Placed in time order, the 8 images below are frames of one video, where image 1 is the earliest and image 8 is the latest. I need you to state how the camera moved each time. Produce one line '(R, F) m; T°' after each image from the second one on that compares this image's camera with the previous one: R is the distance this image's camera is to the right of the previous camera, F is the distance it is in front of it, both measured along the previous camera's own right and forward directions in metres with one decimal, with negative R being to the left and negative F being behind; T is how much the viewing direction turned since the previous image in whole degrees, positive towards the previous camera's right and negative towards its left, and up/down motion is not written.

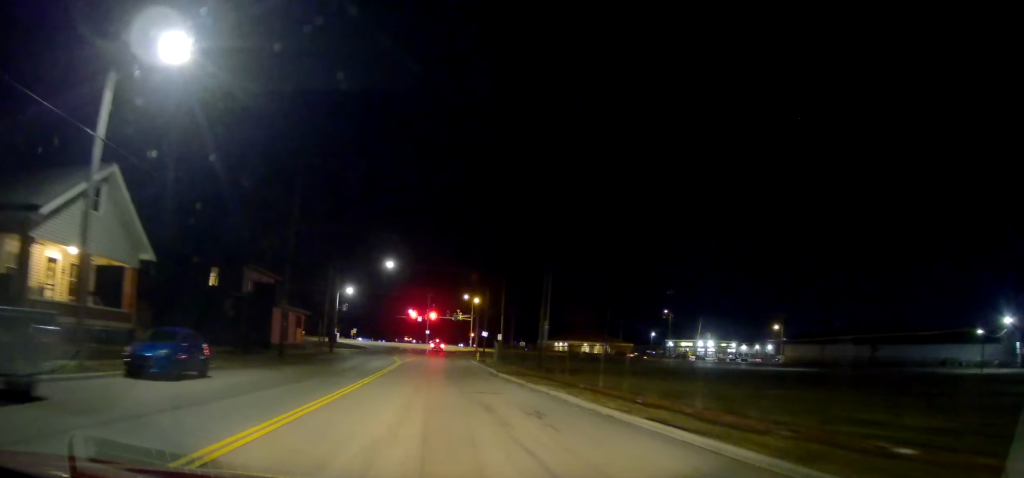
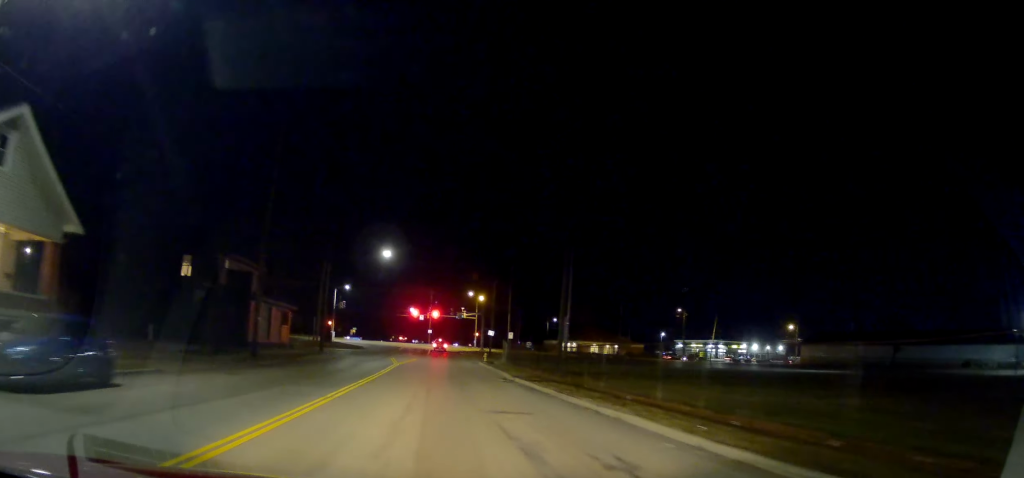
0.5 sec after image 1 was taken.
(-0.2, +6.3) m; 0°
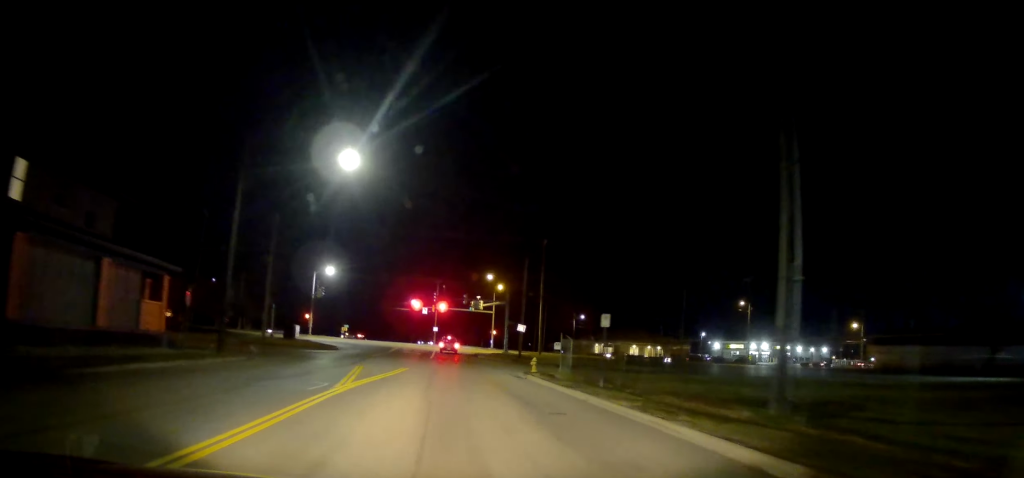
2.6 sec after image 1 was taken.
(+1.4, +24.6) m; +2°
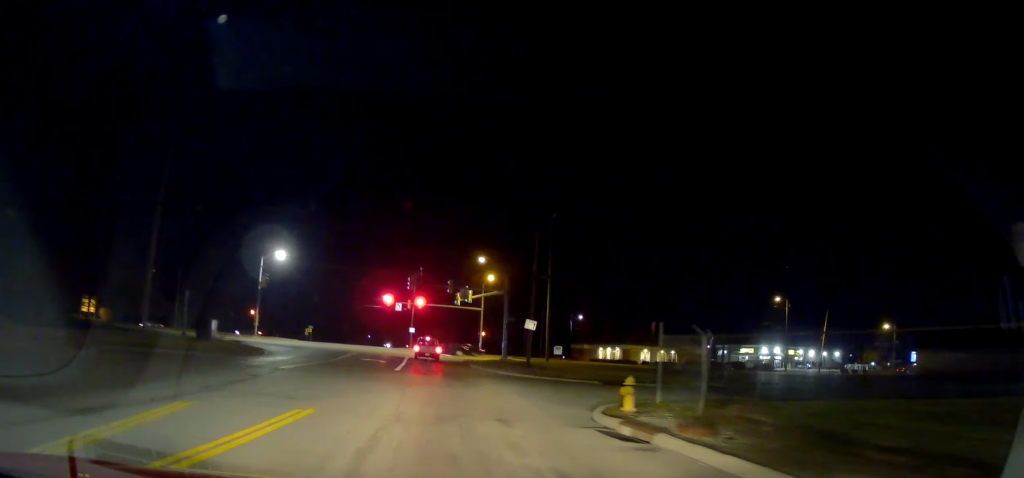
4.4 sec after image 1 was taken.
(-0.3, +17.1) m; +4°
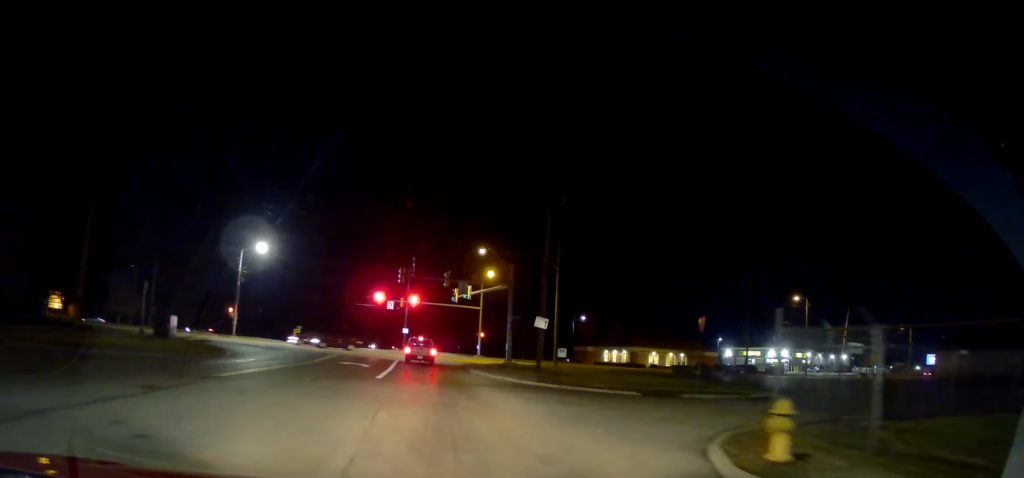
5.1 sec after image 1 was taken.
(+0.3, +6.1) m; -1°
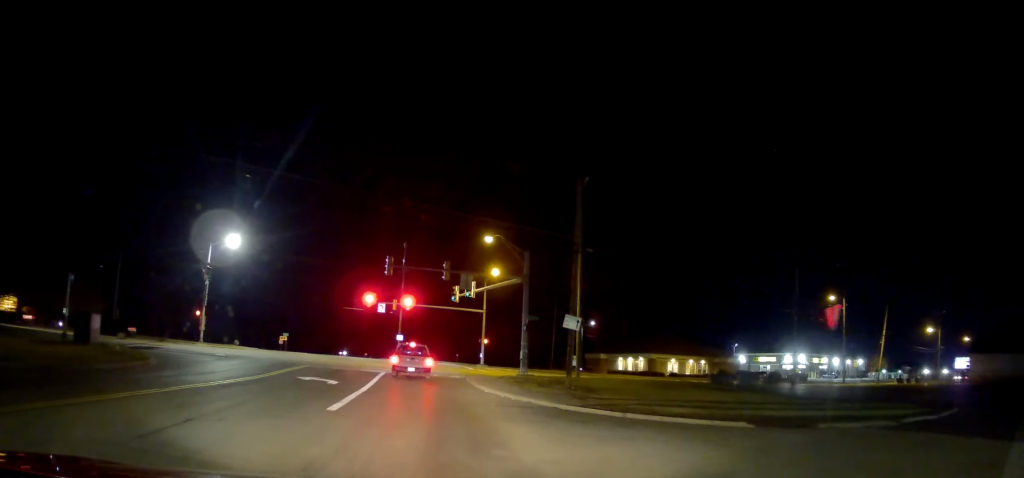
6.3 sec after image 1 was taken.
(-0.5, +8.8) m; +1°
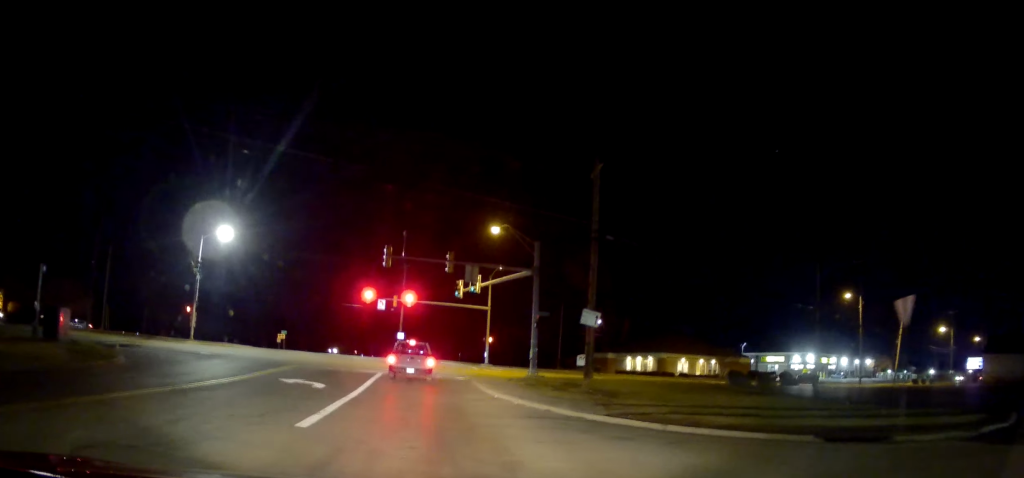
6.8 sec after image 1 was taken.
(+0.3, +2.6) m; +2°
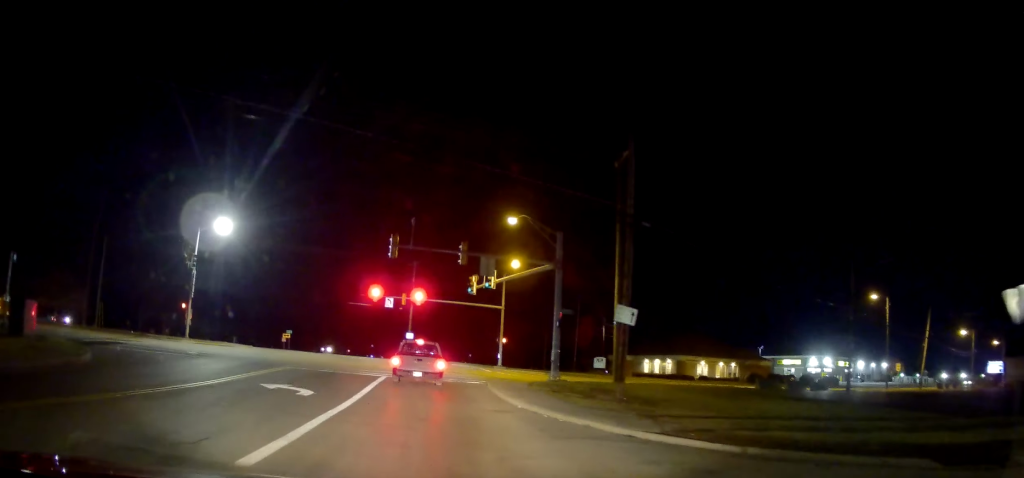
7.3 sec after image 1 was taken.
(+0.4, +3.2) m; +3°
